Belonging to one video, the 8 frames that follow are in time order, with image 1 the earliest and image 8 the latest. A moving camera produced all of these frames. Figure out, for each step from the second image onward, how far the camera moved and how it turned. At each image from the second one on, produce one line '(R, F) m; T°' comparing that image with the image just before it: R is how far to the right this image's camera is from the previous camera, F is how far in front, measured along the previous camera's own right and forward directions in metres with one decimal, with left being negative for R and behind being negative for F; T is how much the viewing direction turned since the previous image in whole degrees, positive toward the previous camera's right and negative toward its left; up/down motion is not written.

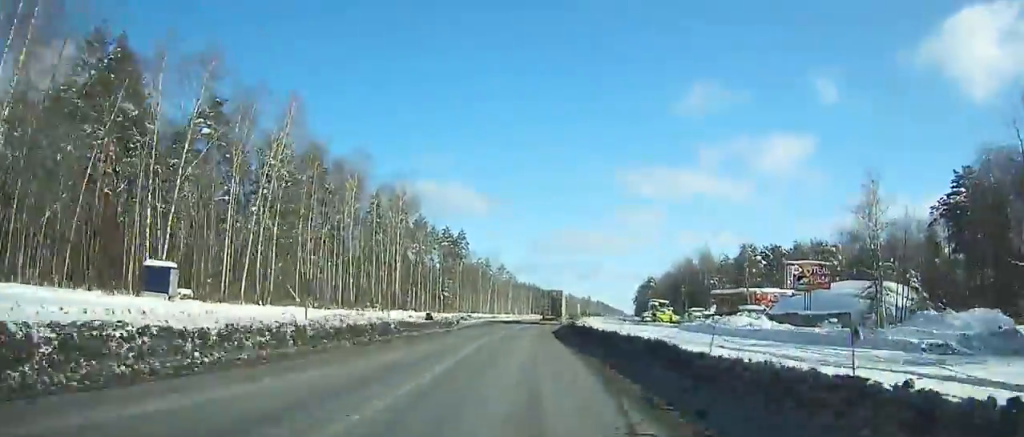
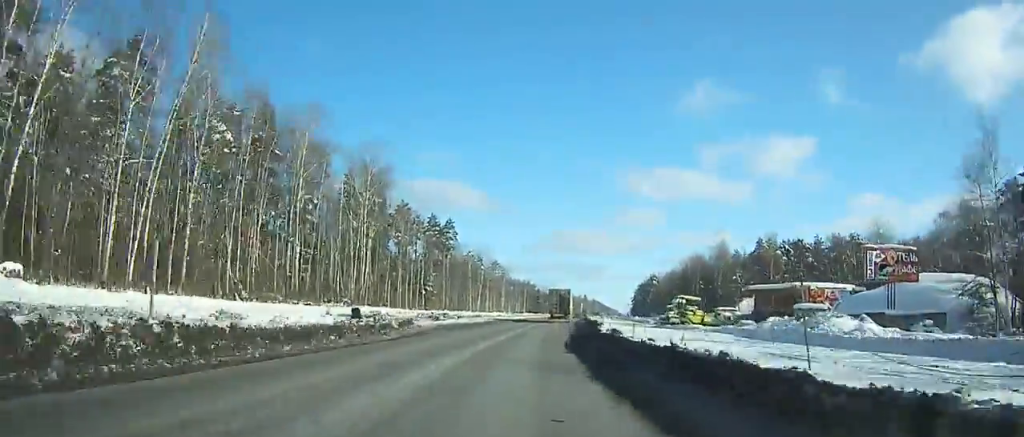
(0.0, +18.8) m; +1°
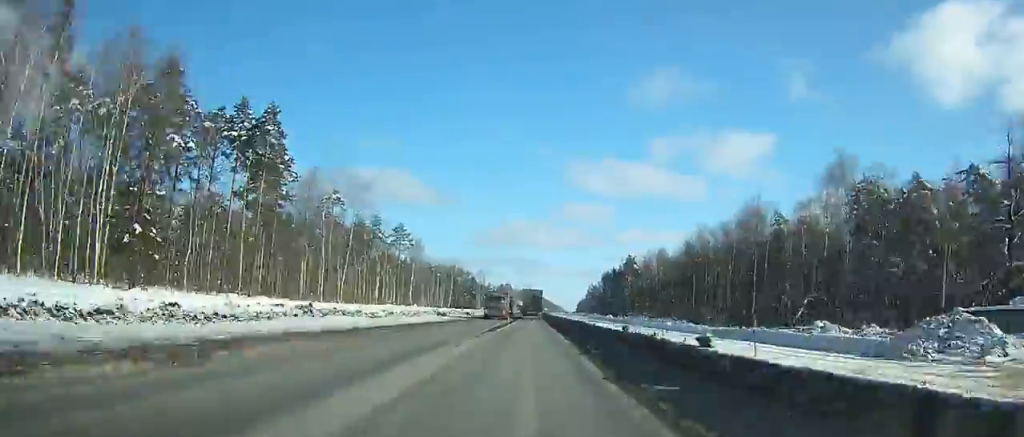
(+3.6, +87.5) m; +4°
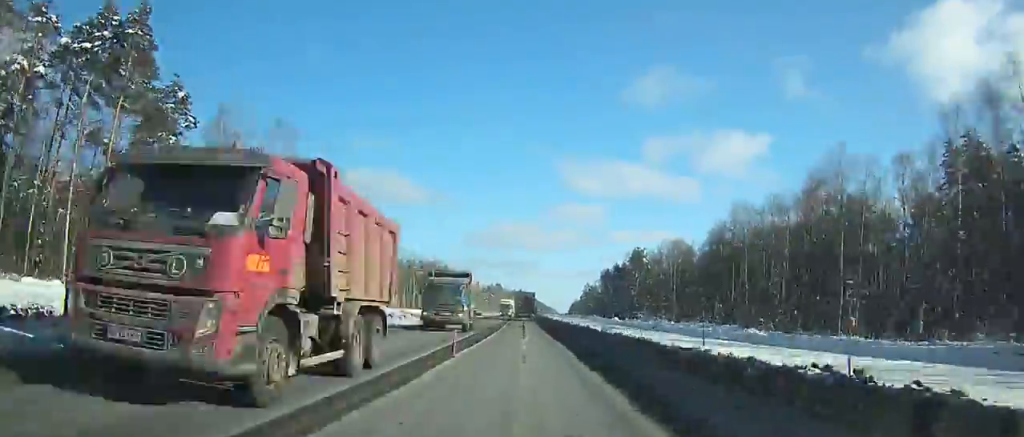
(+0.3, +29.4) m; +1°
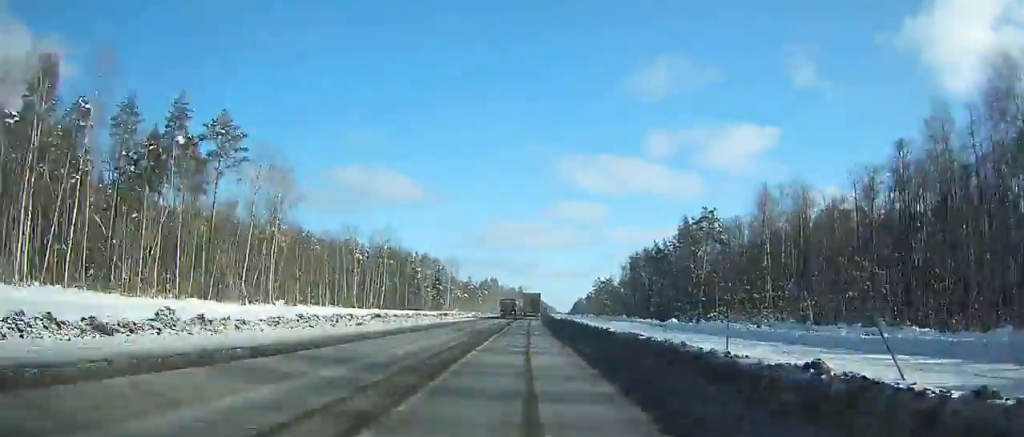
(+0.5, +64.3) m; +1°
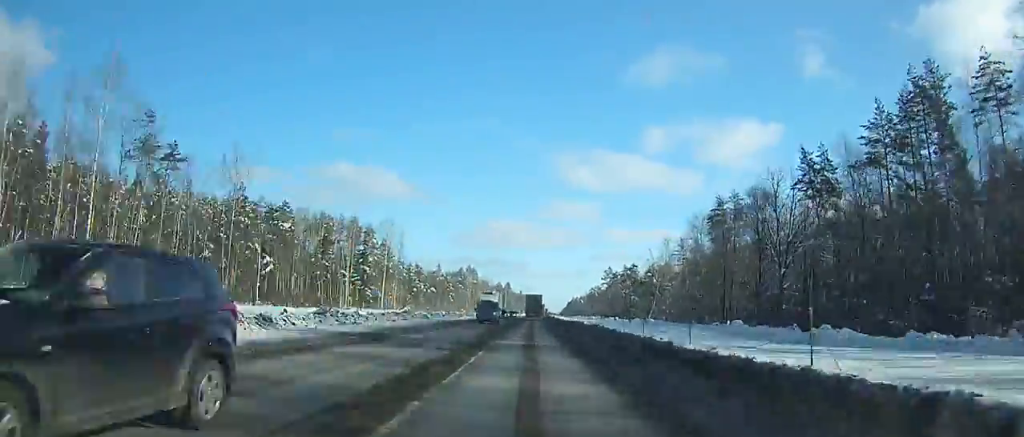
(+0.6, +87.4) m; -1°
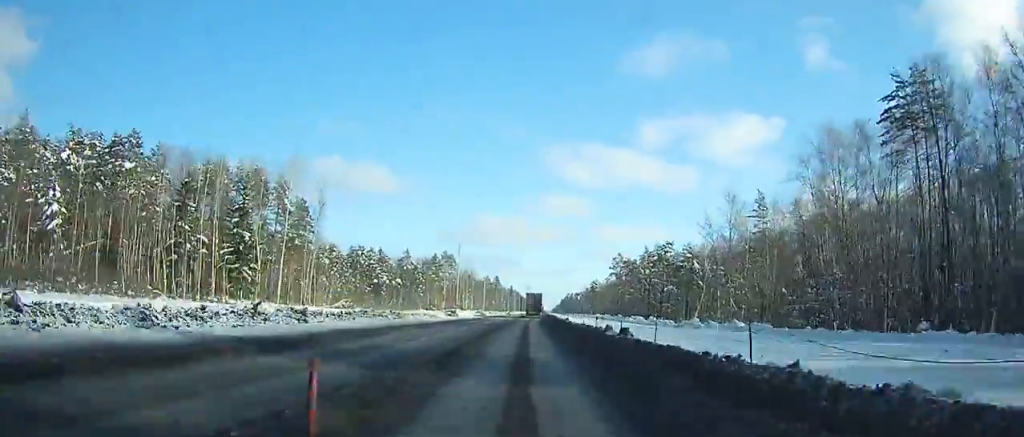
(-1.4, +53.3) m; +1°
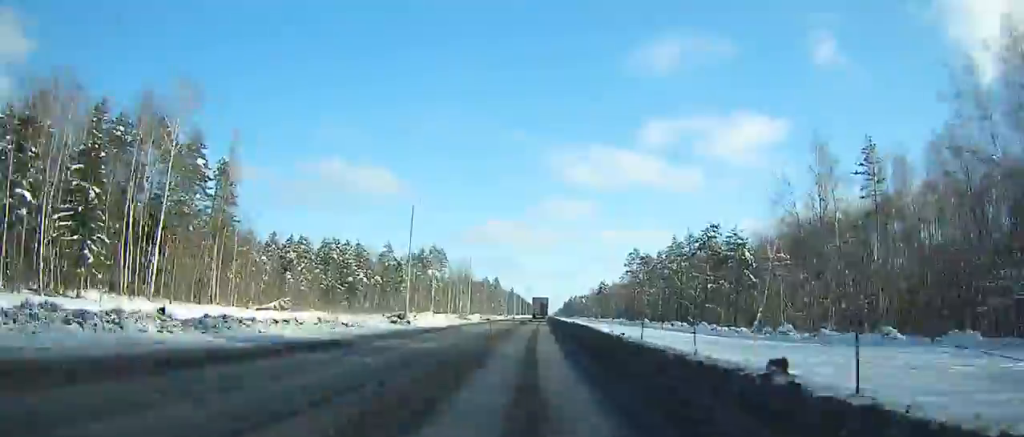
(-0.1, +30.5) m; +2°
